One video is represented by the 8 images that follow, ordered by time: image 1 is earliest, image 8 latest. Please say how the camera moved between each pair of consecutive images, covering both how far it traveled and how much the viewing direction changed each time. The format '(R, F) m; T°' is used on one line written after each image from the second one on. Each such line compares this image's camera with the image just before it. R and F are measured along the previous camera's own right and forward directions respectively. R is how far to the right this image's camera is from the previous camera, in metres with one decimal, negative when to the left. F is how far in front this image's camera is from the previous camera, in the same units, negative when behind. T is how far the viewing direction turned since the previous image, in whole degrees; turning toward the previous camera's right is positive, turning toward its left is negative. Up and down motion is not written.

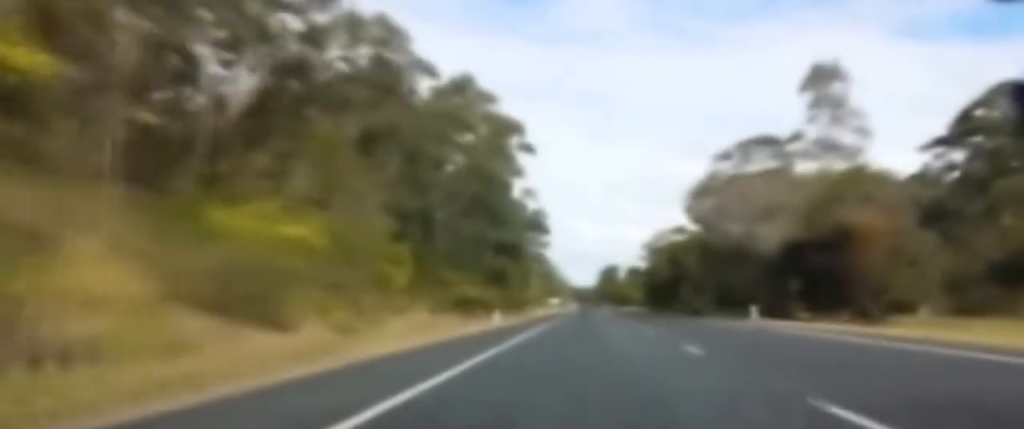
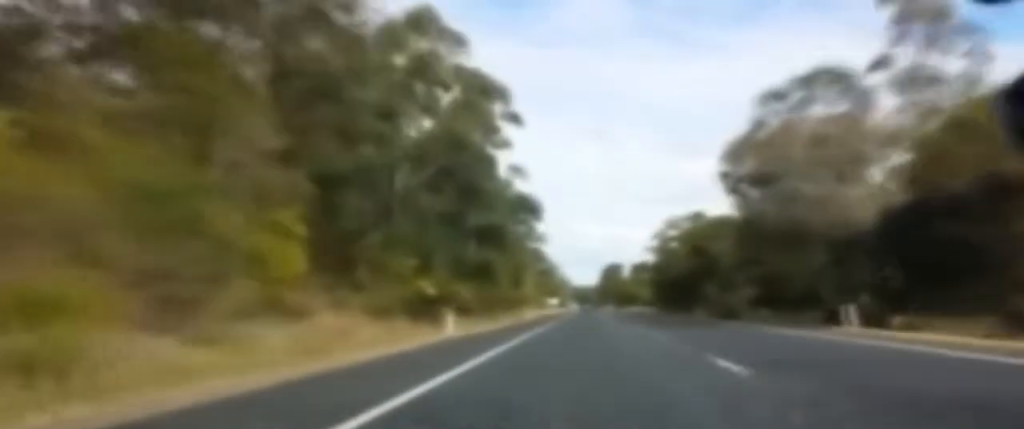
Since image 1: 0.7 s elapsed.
(+0.2, +16.7) m; +1°
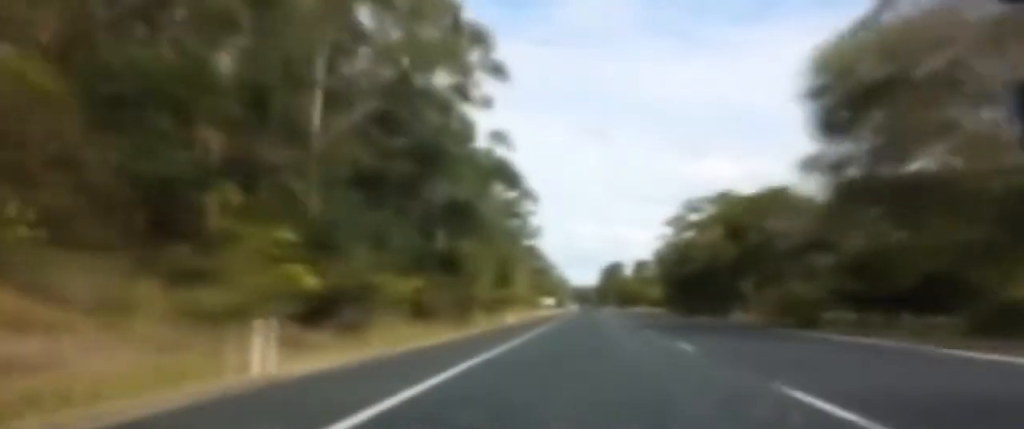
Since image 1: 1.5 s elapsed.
(0.0, +17.4) m; 0°
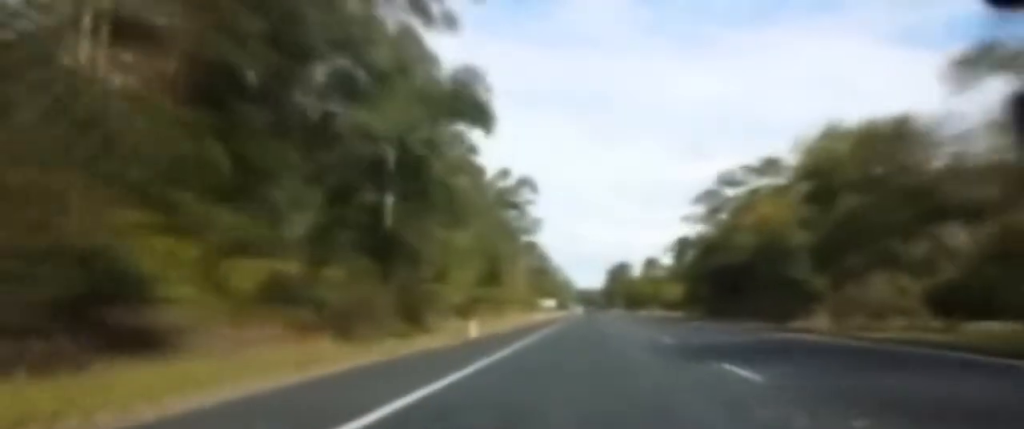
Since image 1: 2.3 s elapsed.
(+0.1, +18.9) m; 0°
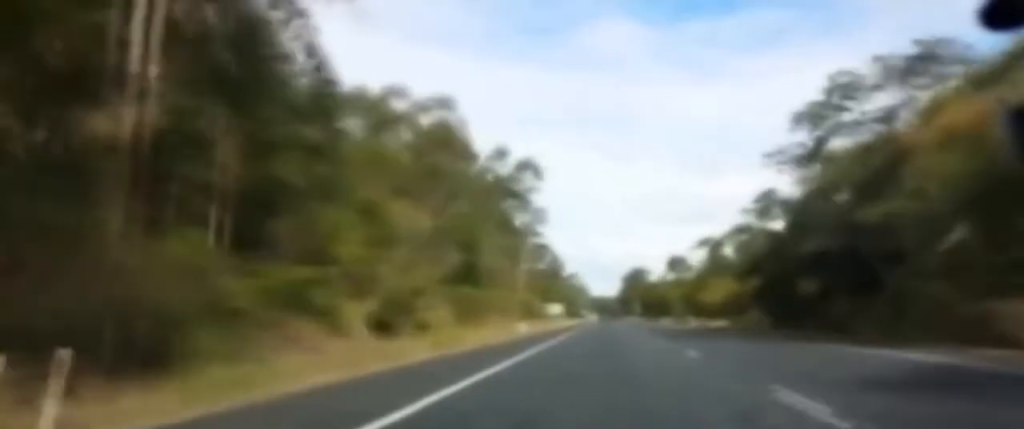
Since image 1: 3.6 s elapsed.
(+0.1, +27.6) m; 0°
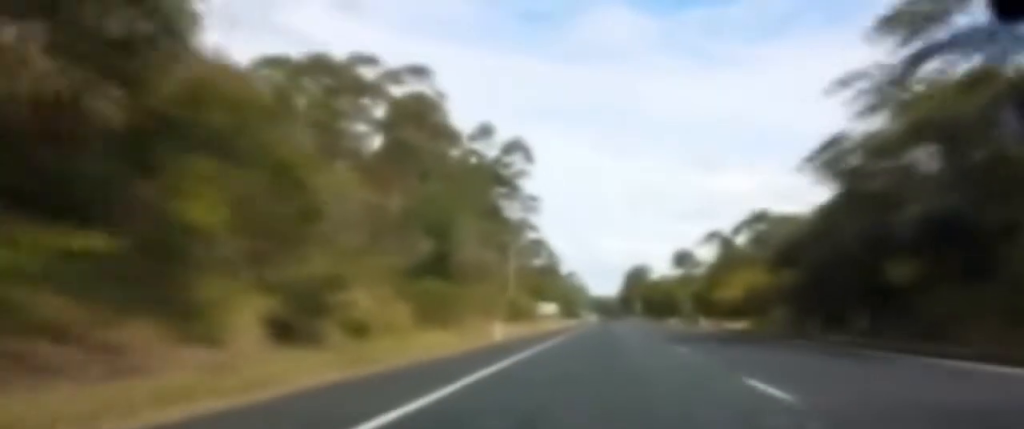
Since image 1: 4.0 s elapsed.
(0.0, +9.7) m; 0°
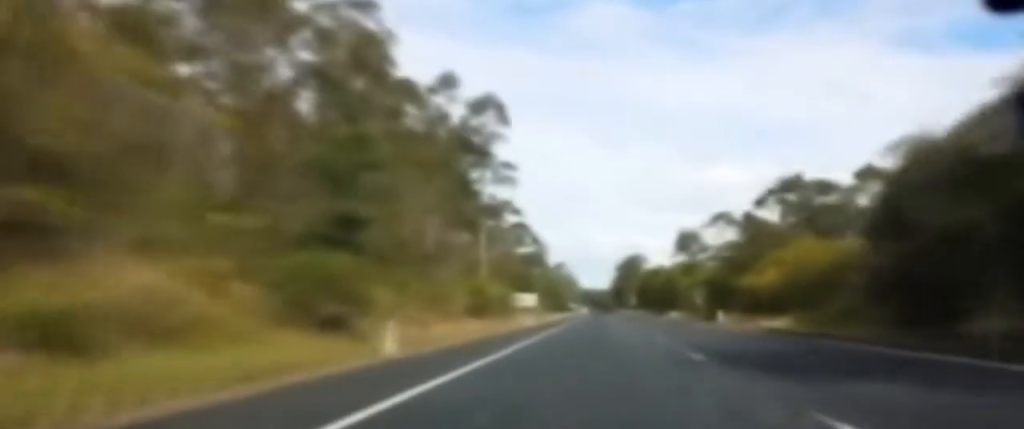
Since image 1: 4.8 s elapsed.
(-0.3, +17.1) m; 0°
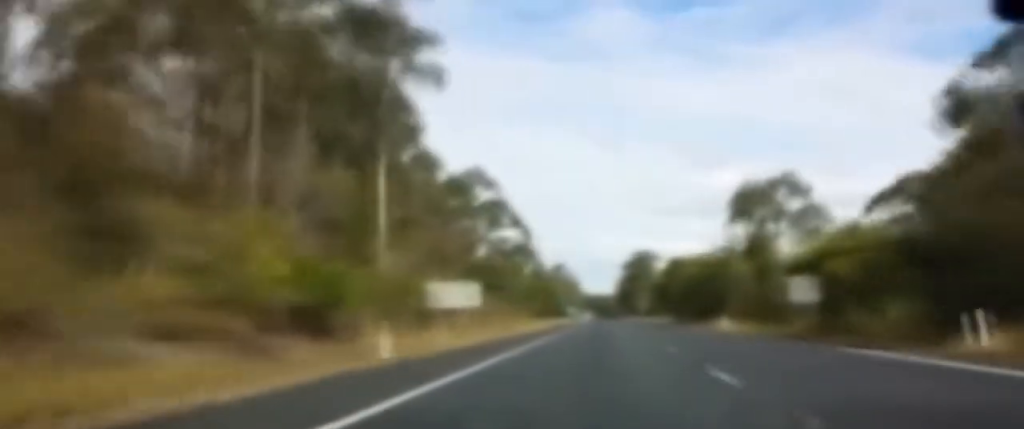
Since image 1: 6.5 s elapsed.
(+0.2, +40.1) m; 0°
